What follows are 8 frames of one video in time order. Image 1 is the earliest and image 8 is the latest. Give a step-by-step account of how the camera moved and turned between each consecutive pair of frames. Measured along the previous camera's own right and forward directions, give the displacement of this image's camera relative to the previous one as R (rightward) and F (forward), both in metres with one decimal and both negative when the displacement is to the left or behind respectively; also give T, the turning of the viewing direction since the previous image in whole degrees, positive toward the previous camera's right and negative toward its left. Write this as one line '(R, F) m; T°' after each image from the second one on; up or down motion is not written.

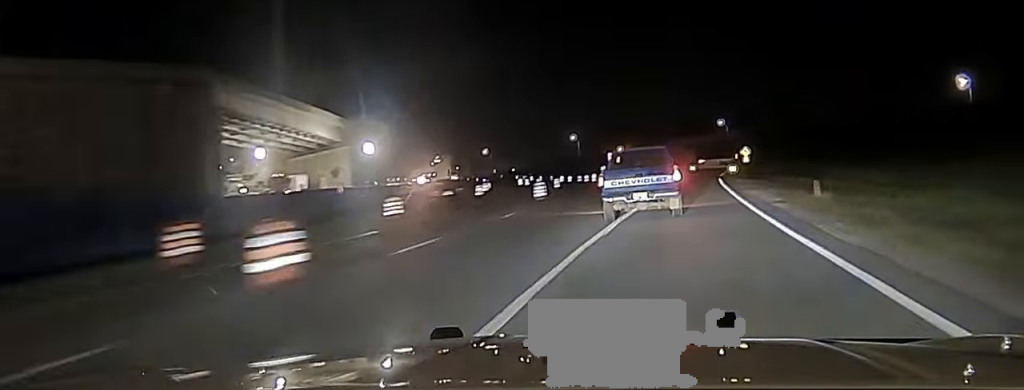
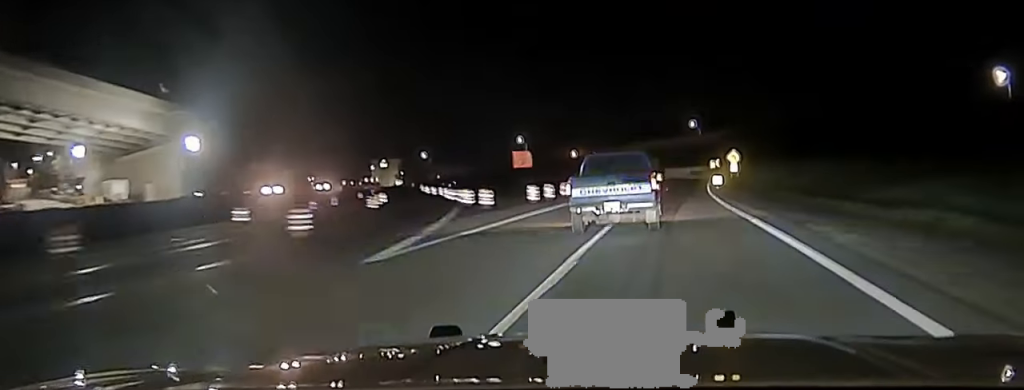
(-0.1, +46.0) m; 0°
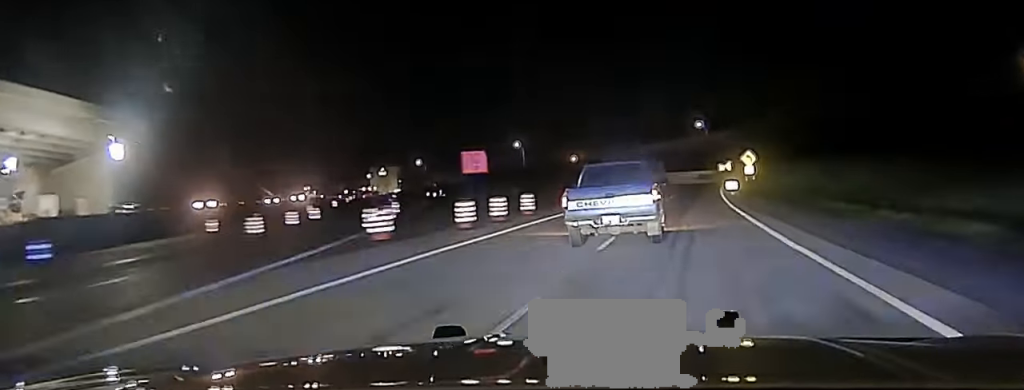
(-0.1, +15.6) m; +1°
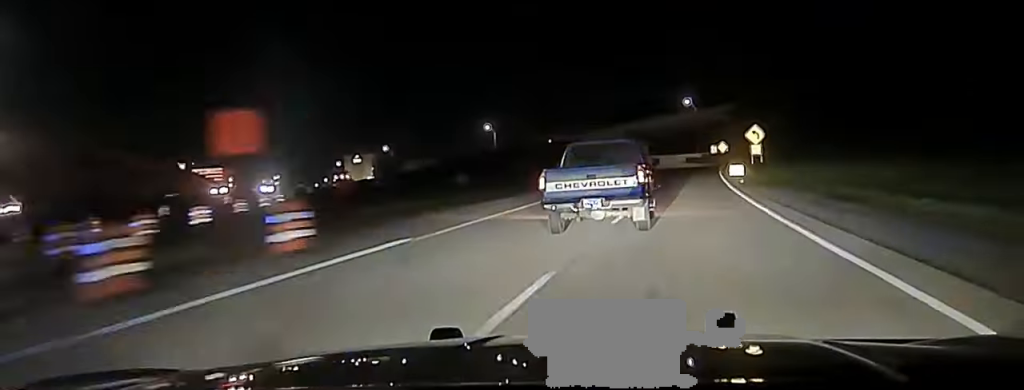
(+0.3, +22.4) m; +1°
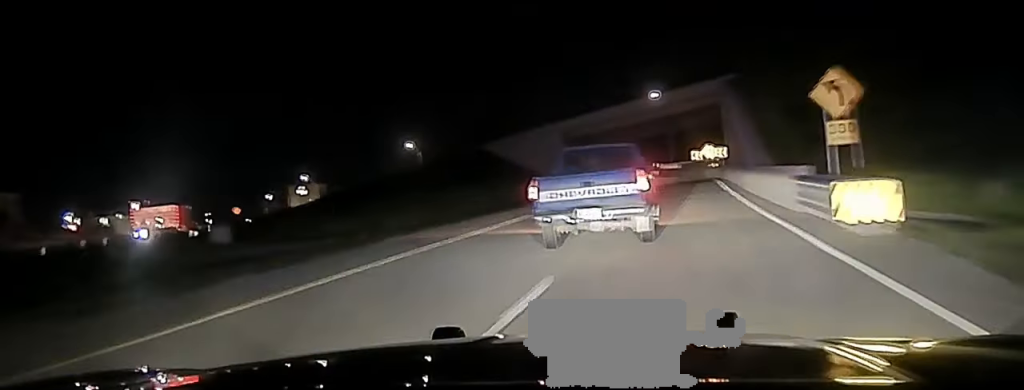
(+0.9, +47.9) m; +2°
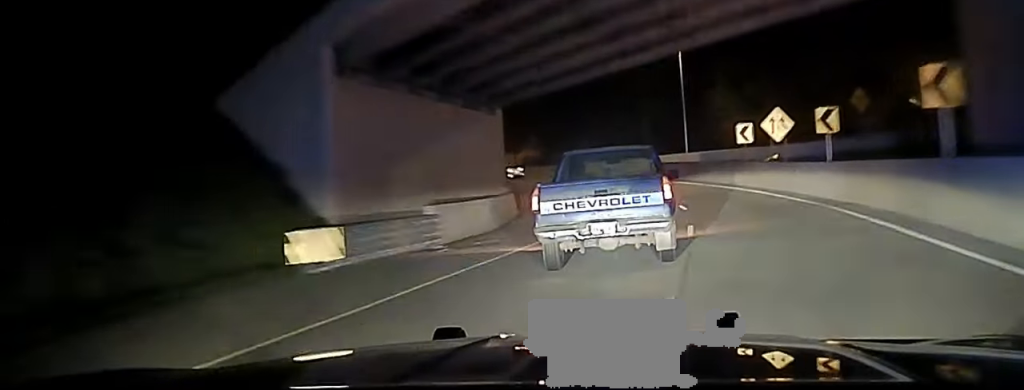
(+1.1, +65.4) m; +2°
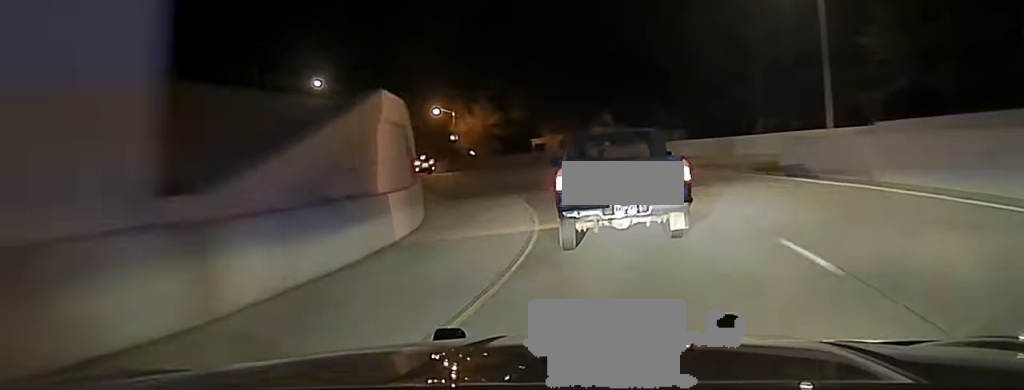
(+0.4, +35.1) m; -3°
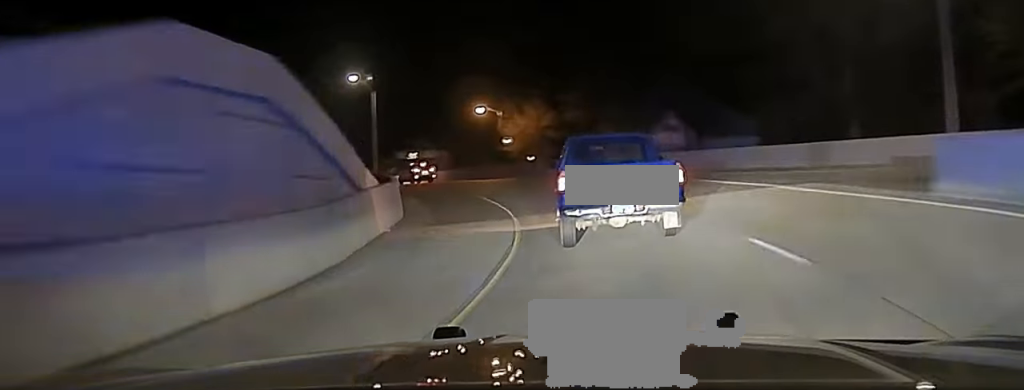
(-0.1, +13.4) m; -3°
